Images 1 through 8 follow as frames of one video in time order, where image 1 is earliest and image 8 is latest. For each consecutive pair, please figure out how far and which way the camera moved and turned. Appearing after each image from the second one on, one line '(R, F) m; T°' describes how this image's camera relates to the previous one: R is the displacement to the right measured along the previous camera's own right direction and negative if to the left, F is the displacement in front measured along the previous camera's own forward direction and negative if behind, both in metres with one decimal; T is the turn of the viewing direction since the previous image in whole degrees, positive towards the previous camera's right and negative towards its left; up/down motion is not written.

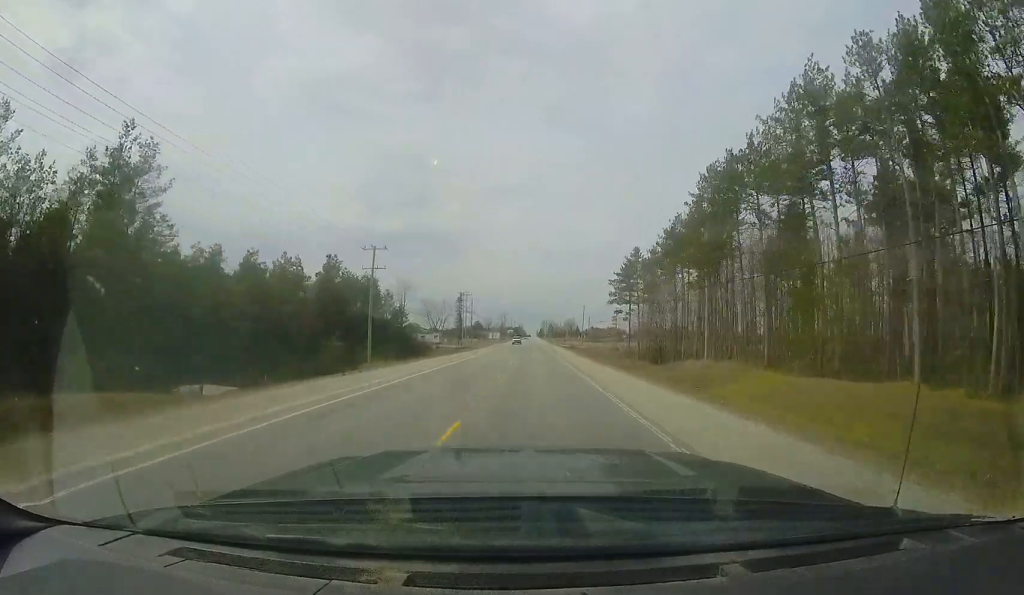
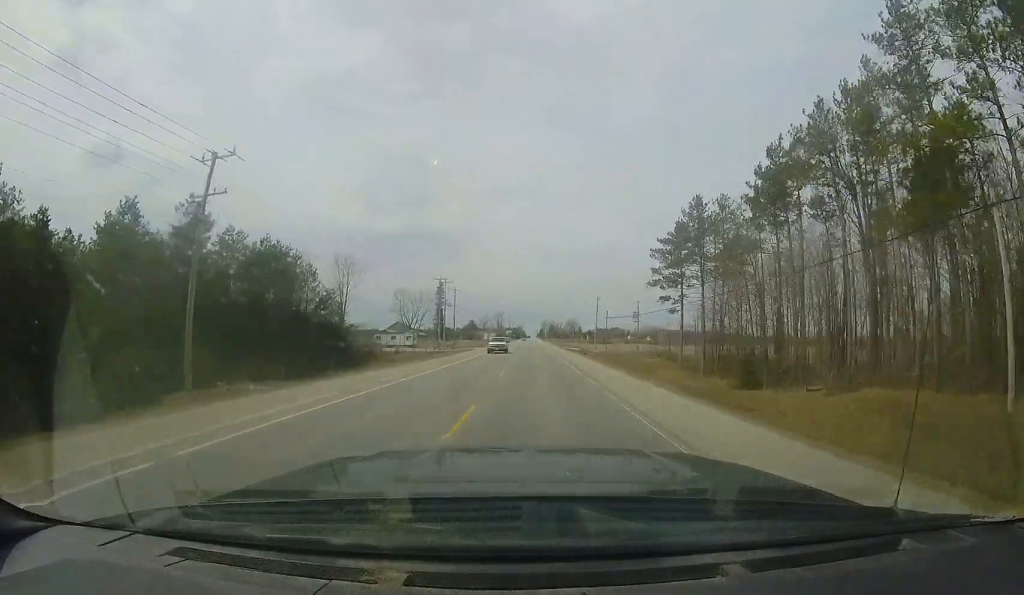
(-0.2, +24.9) m; -2°
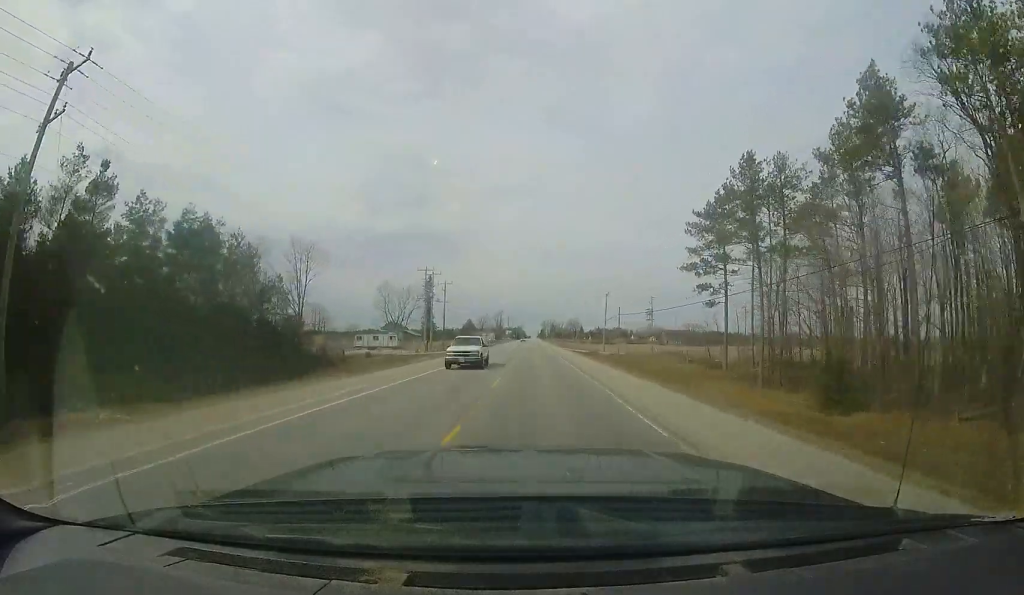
(+0.1, +10.7) m; -1°
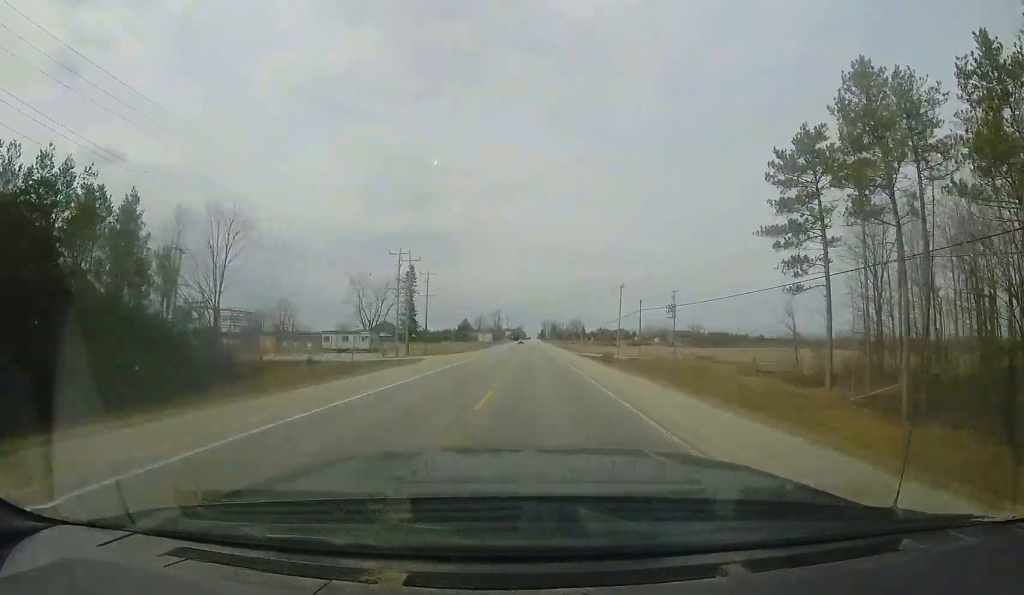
(-0.4, +13.2) m; 0°
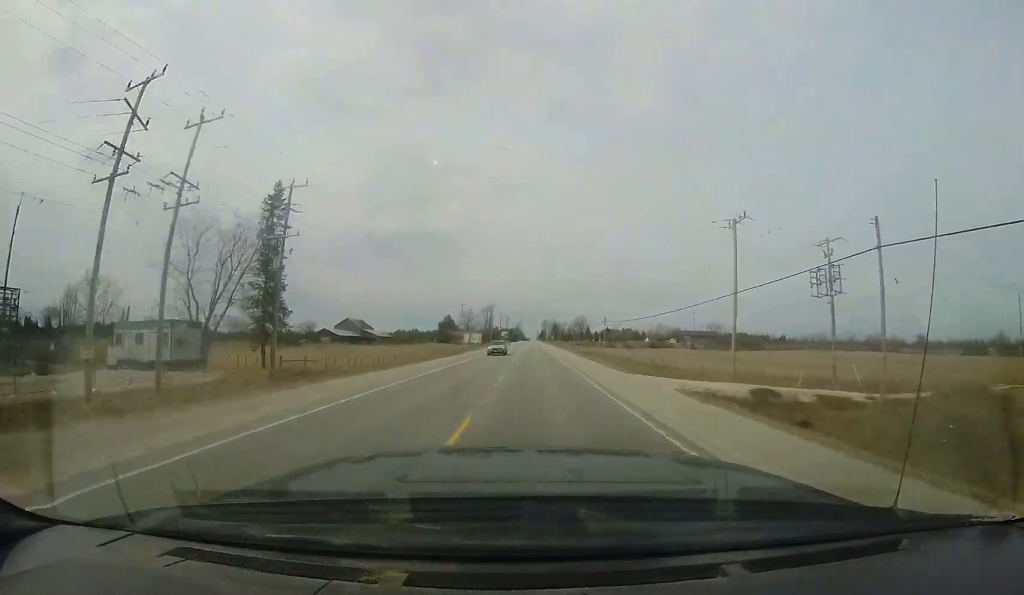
(+0.3, +39.2) m; +3°
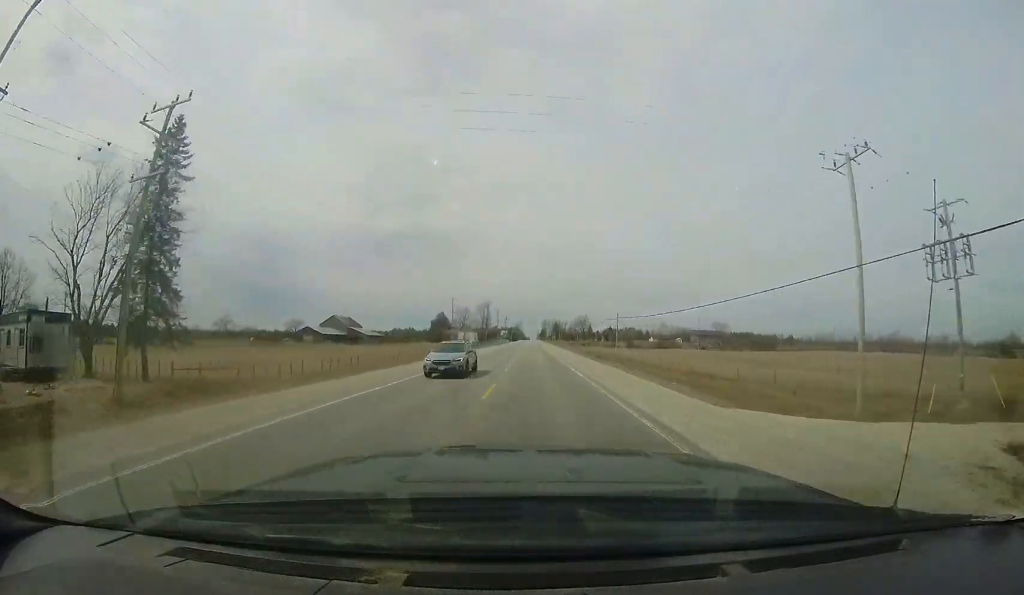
(+0.2, +12.2) m; 0°
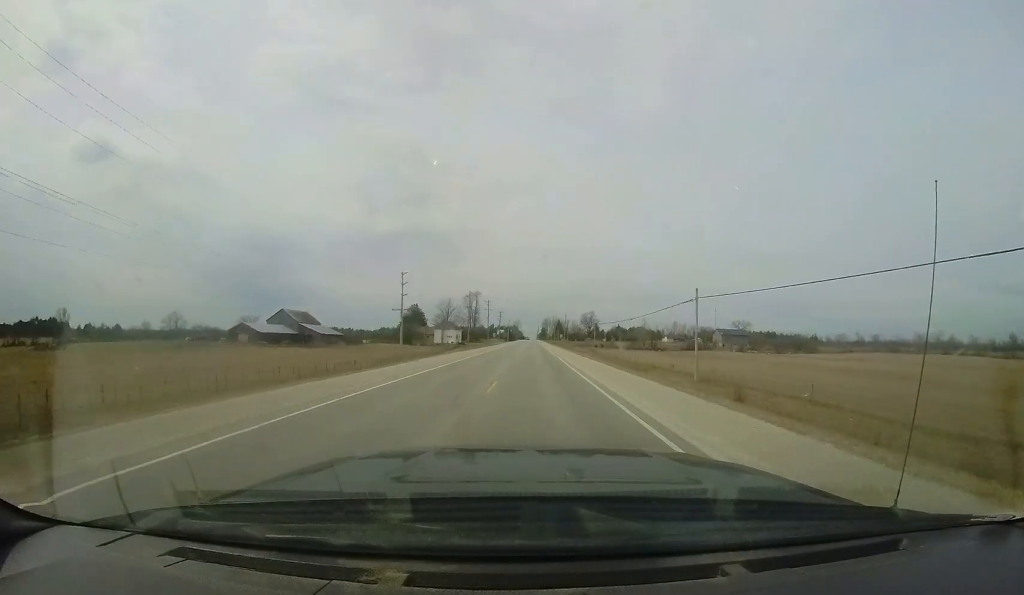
(0.0, +34.7) m; -1°
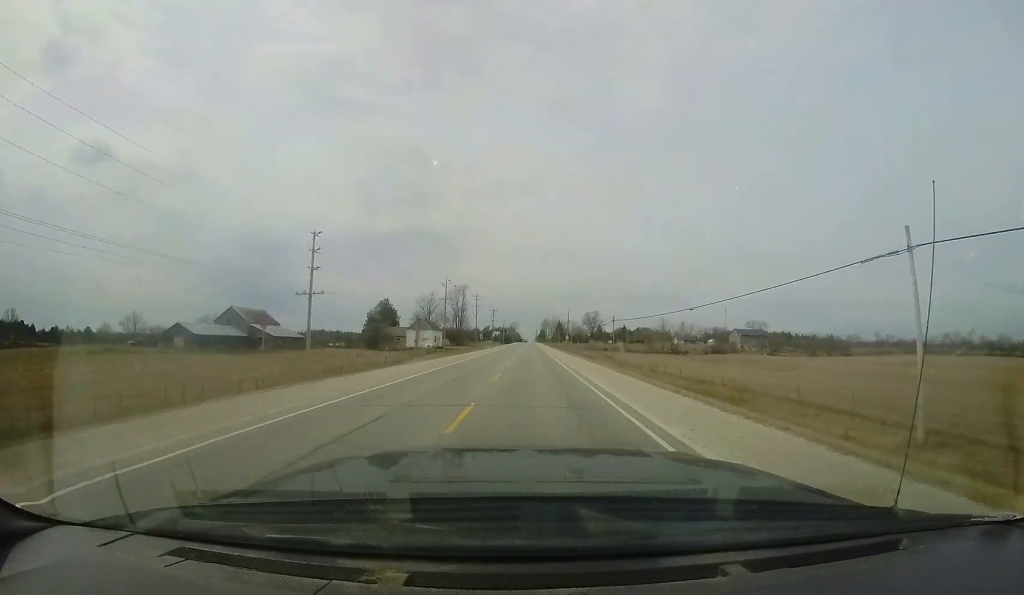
(-0.1, +23.3) m; -1°
